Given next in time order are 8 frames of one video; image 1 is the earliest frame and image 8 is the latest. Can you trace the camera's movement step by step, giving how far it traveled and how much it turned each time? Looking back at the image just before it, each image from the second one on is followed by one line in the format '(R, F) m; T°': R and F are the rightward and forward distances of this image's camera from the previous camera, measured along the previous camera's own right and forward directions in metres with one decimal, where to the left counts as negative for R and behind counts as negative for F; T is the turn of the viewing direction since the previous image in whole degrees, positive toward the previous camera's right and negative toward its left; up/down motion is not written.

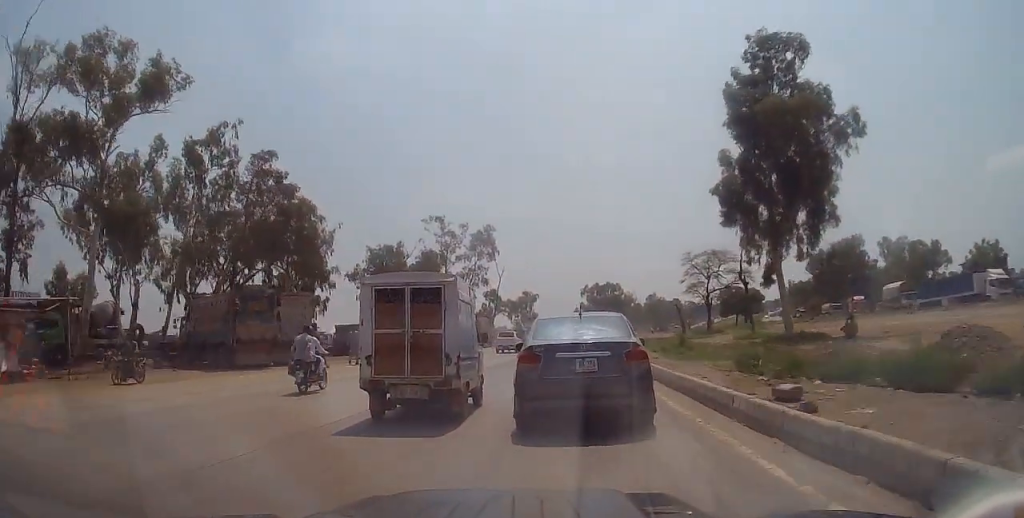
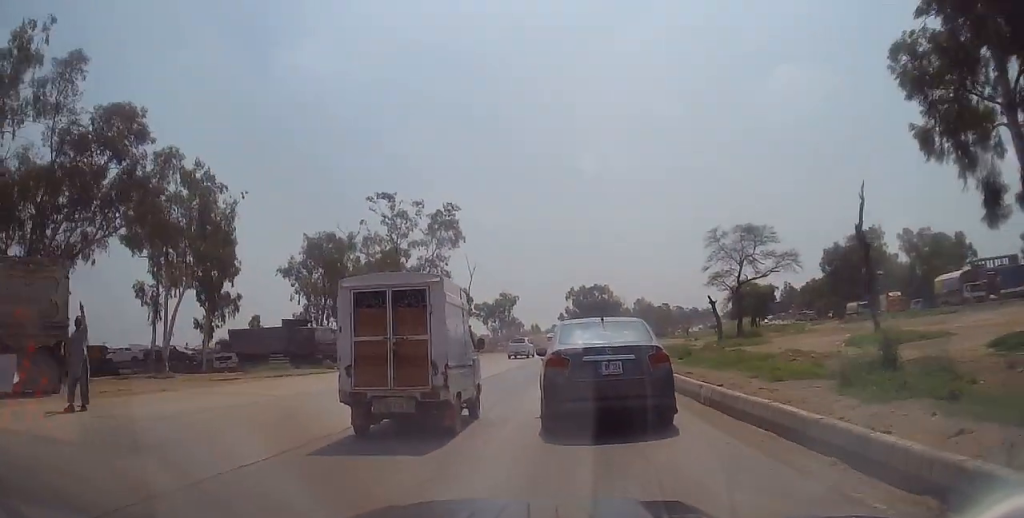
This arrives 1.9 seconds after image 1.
(+0.6, +17.8) m; +7°
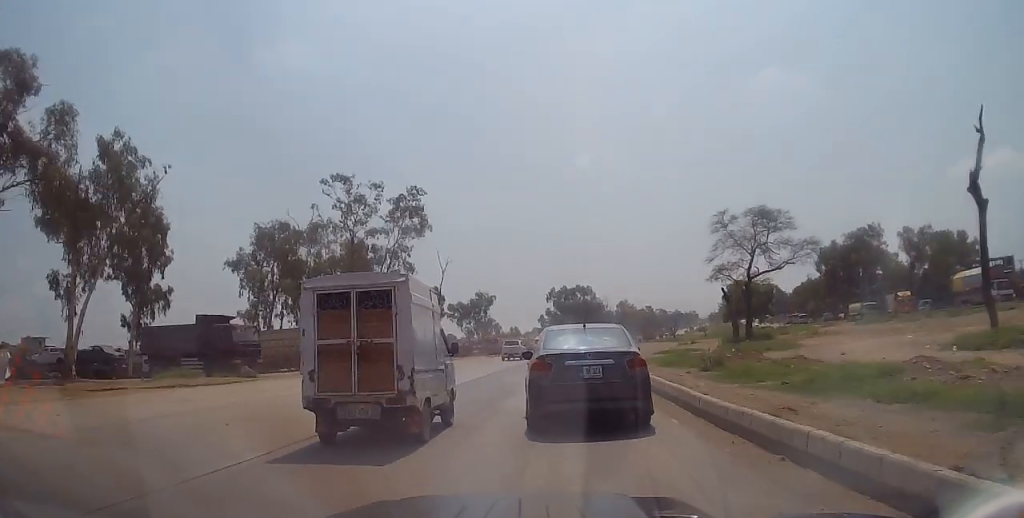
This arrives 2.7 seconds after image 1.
(+0.3, +8.0) m; +1°
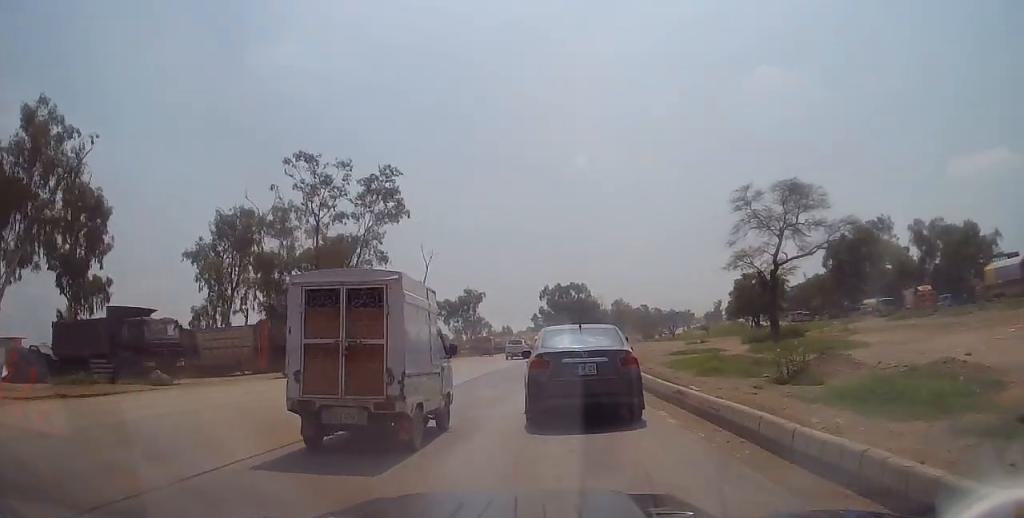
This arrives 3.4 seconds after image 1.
(0.0, +6.8) m; -1°
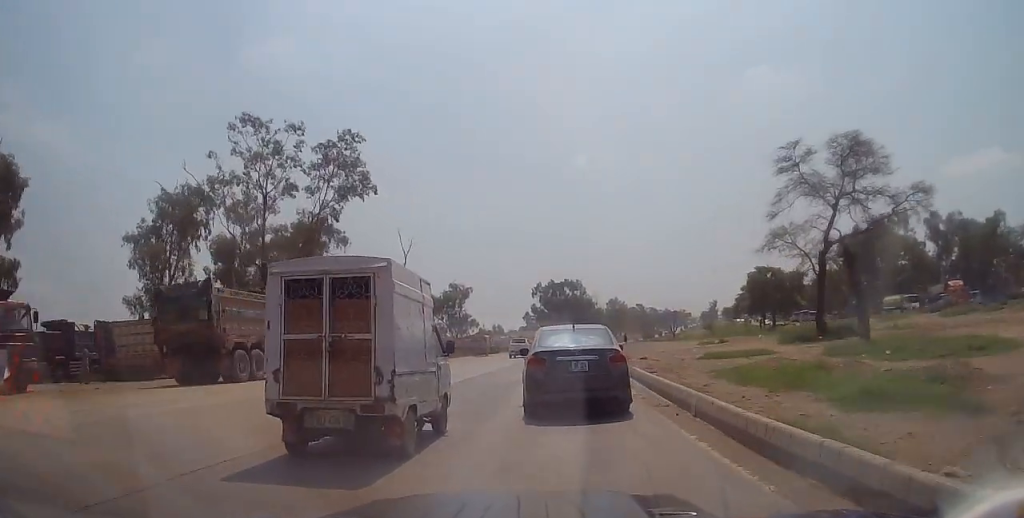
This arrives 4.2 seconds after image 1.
(-0.2, +8.3) m; -2°
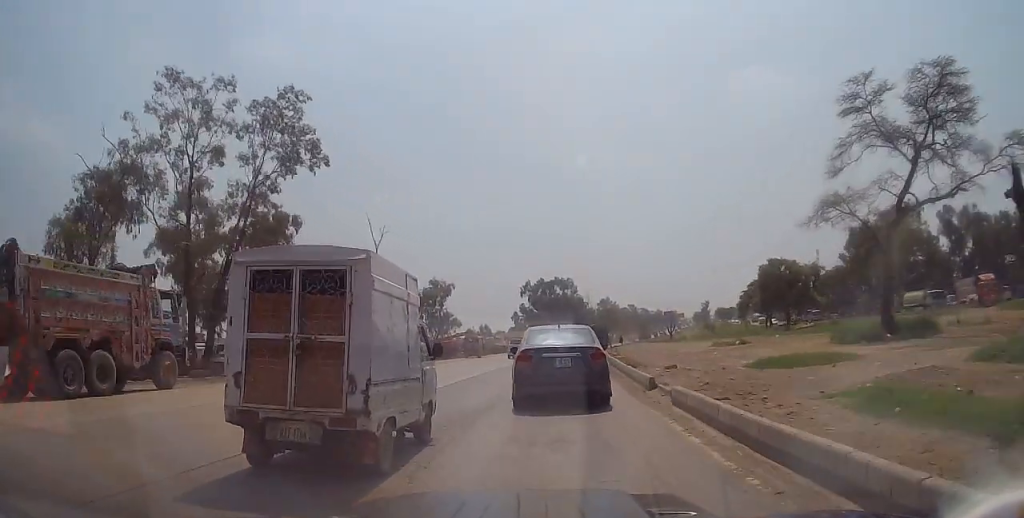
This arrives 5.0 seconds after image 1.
(-0.2, +7.9) m; 0°
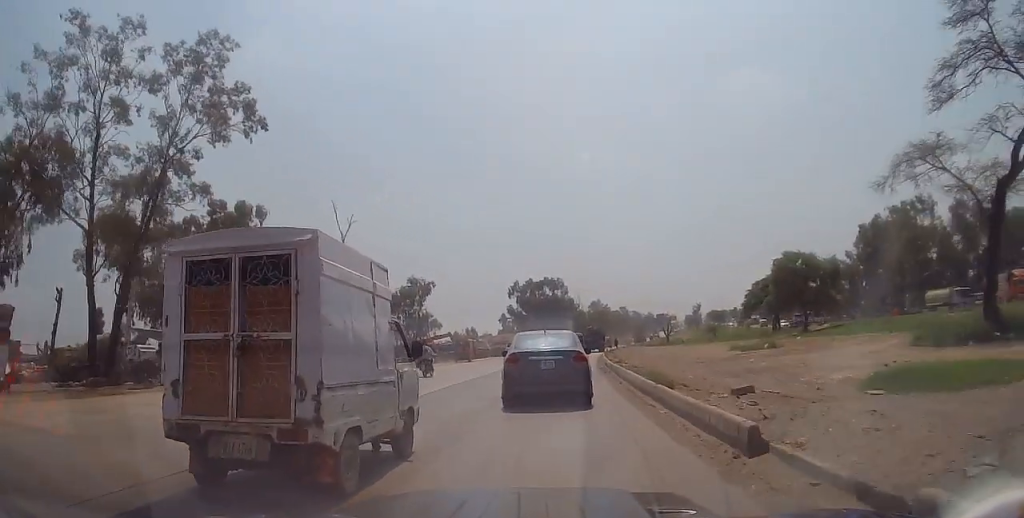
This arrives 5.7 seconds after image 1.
(+0.1, +7.3) m; +2°
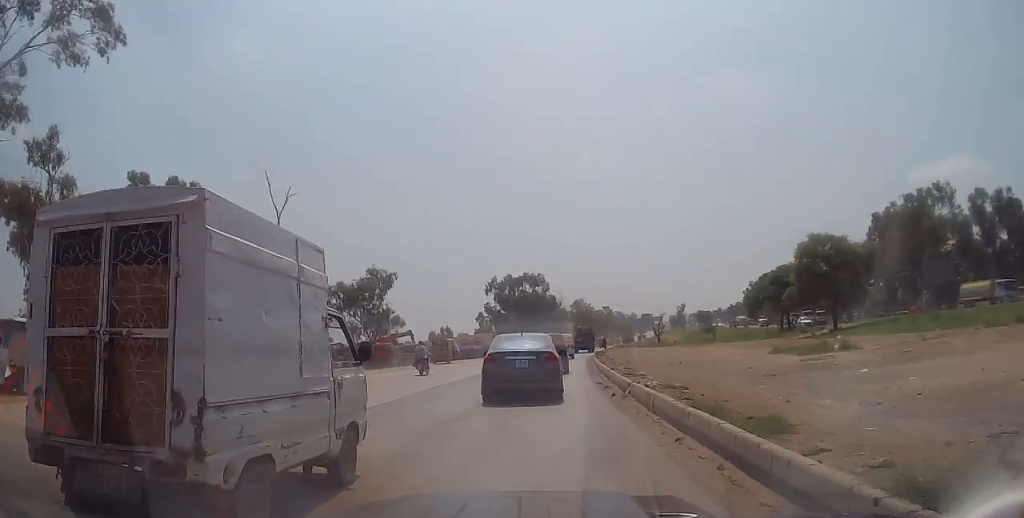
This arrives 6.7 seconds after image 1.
(+0.3, +10.2) m; +2°
